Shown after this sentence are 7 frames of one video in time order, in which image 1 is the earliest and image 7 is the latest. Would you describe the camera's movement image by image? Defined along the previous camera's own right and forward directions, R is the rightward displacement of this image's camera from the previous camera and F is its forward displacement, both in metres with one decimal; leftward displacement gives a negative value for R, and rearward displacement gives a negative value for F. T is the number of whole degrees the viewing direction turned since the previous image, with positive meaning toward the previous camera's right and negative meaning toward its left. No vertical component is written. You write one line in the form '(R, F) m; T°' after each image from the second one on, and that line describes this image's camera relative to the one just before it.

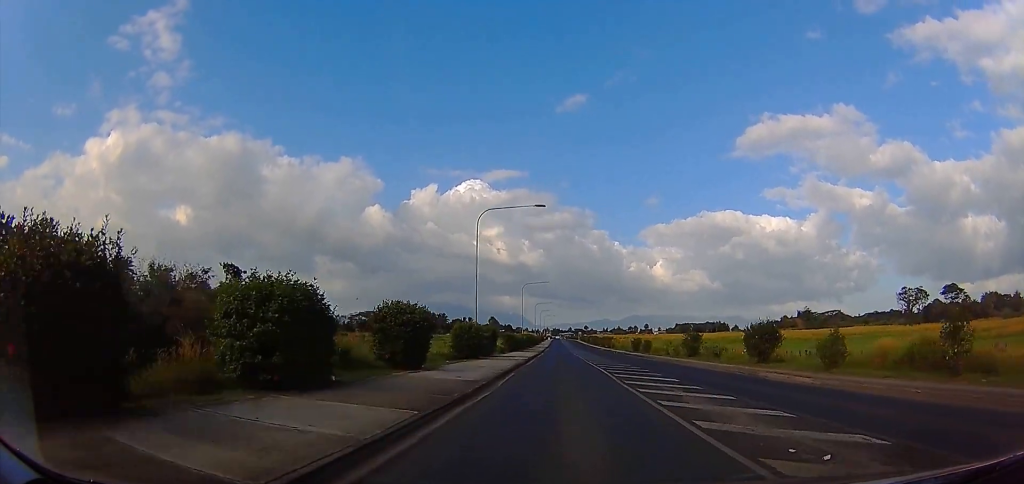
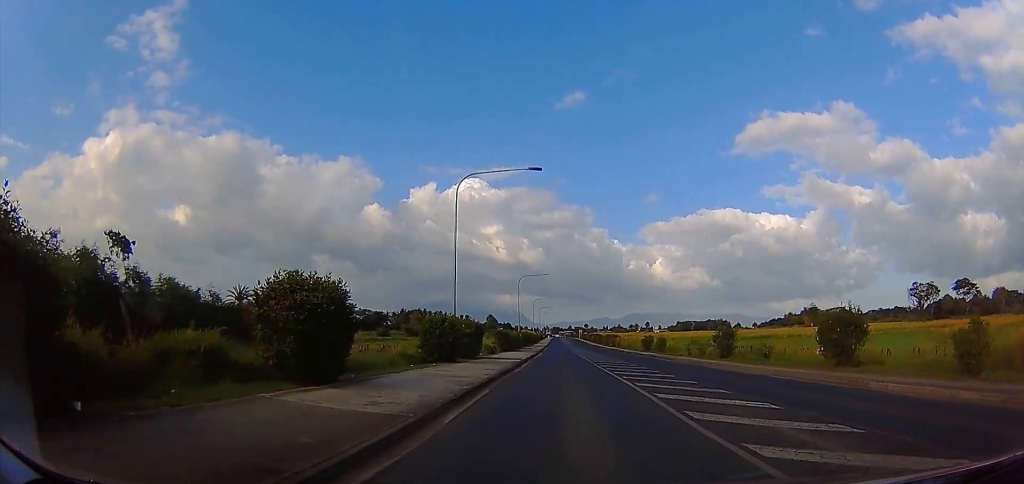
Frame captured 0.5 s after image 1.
(-0.2, +9.2) m; -1°
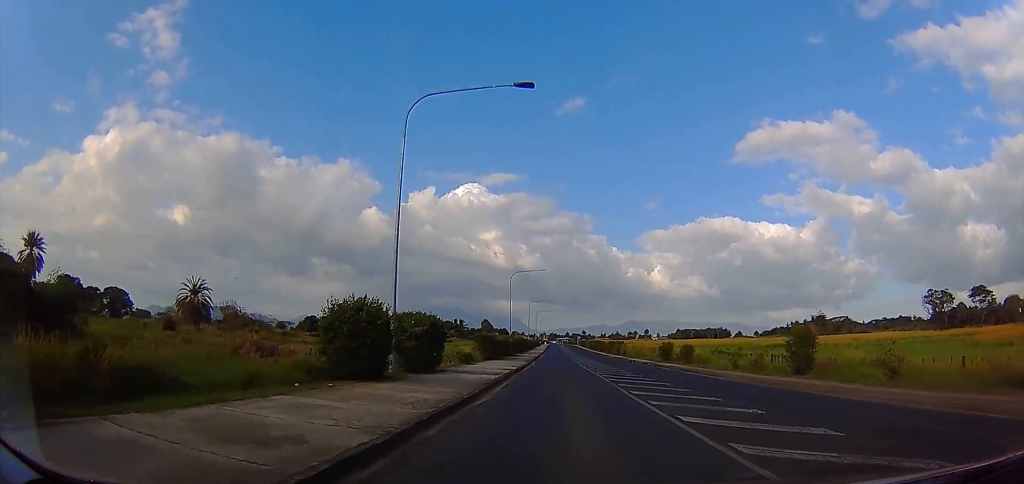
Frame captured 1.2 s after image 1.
(-0.7, +12.5) m; 0°
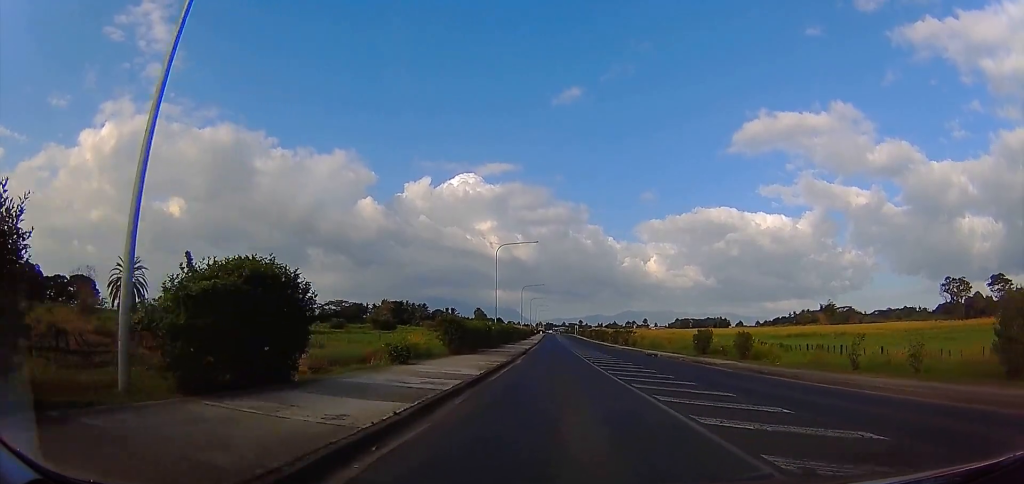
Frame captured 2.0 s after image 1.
(+0.9, +13.9) m; +1°
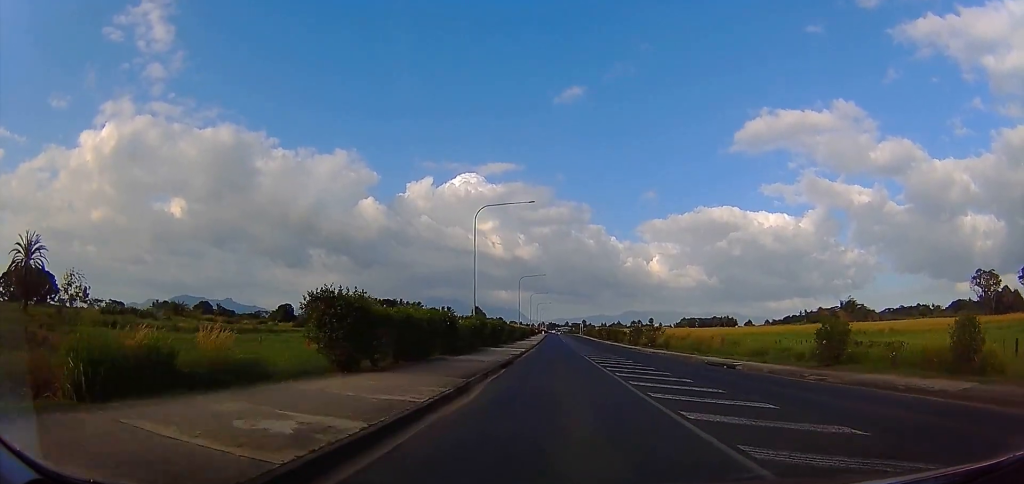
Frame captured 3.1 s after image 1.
(-0.2, +17.4) m; -3°
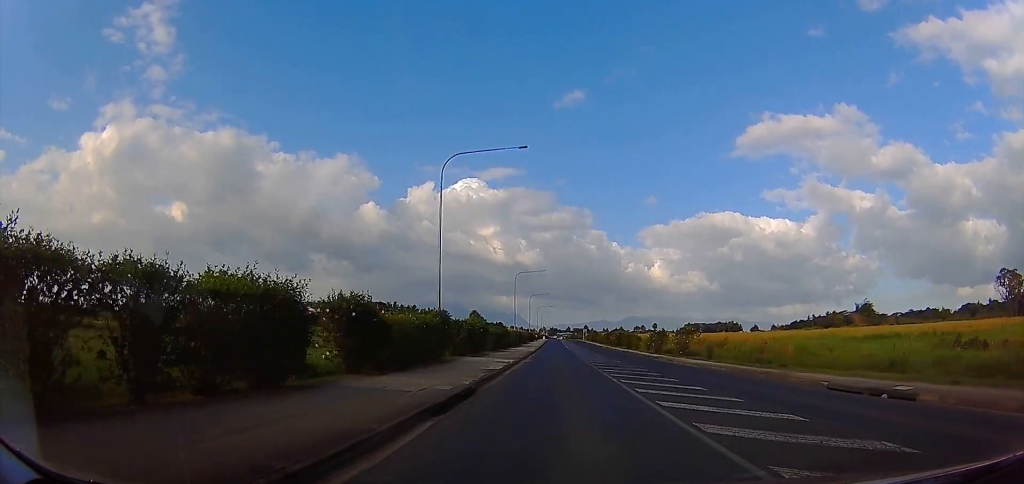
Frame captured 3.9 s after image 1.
(-0.5, +12.8) m; +1°
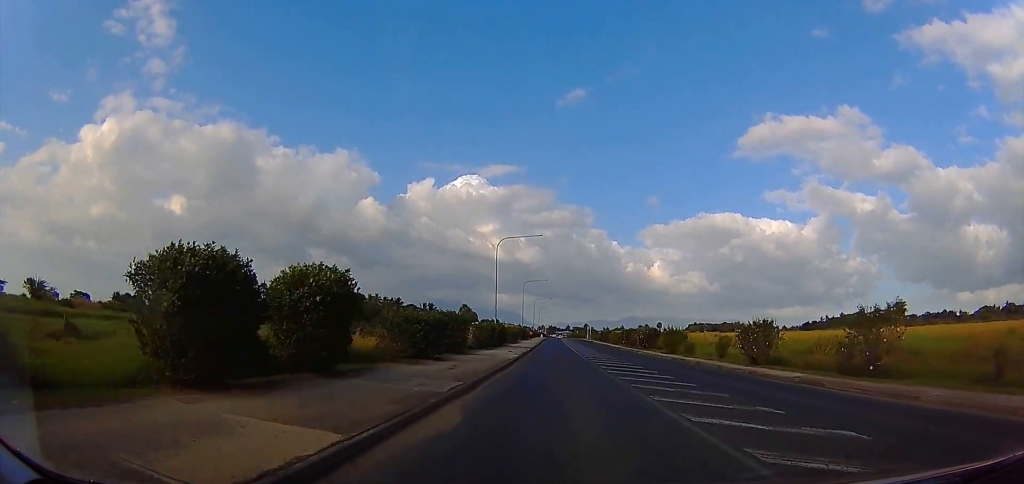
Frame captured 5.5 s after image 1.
(+1.6, +25.8) m; +3°
